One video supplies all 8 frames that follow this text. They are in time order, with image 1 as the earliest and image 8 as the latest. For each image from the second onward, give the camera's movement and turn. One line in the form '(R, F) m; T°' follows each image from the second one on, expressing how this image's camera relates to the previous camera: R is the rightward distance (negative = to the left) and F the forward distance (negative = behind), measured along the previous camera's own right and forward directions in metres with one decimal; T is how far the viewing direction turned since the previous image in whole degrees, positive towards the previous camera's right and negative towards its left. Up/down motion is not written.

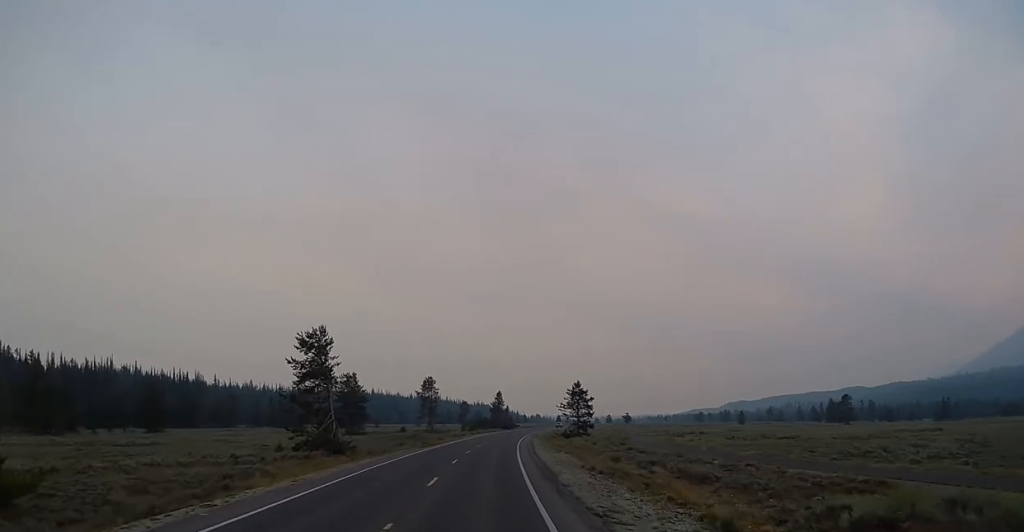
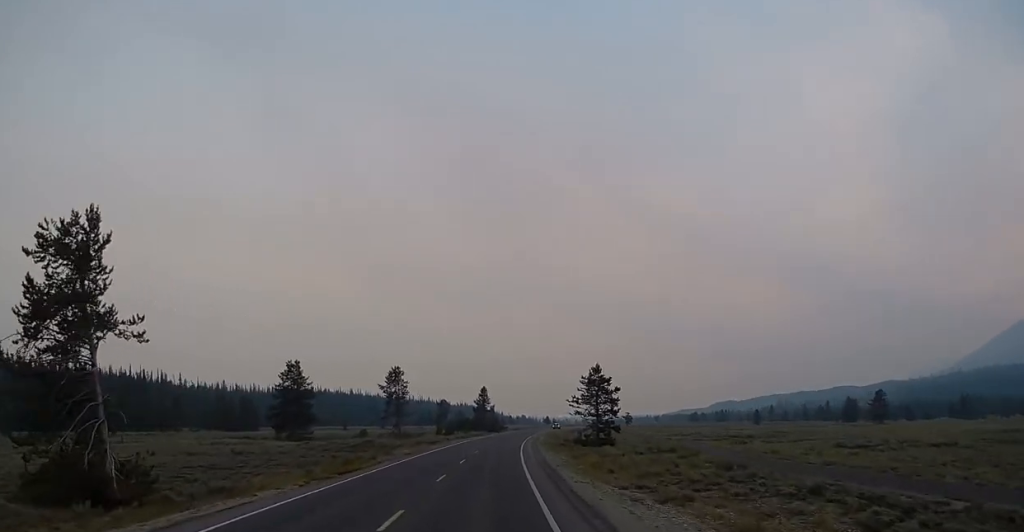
(+1.0, +34.5) m; +2°
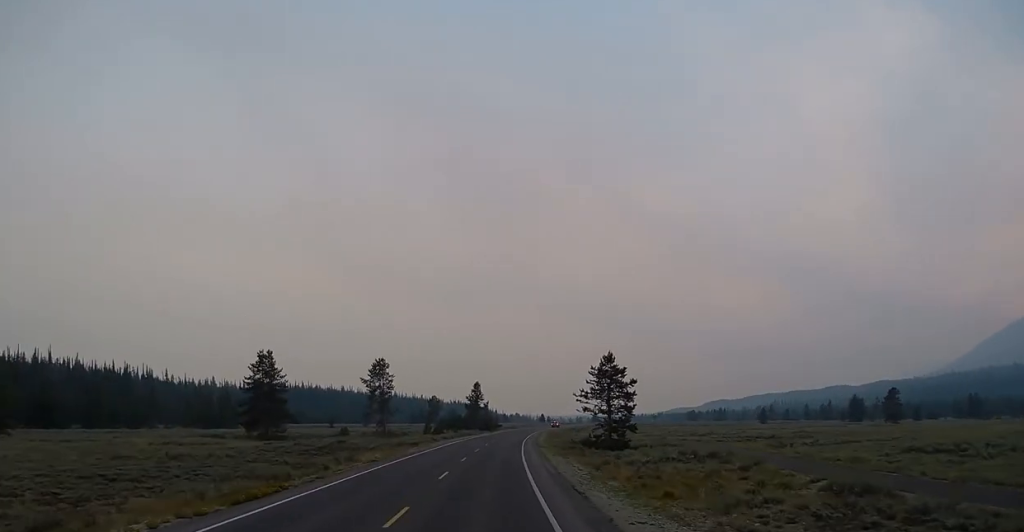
(+0.1, +11.6) m; 0°
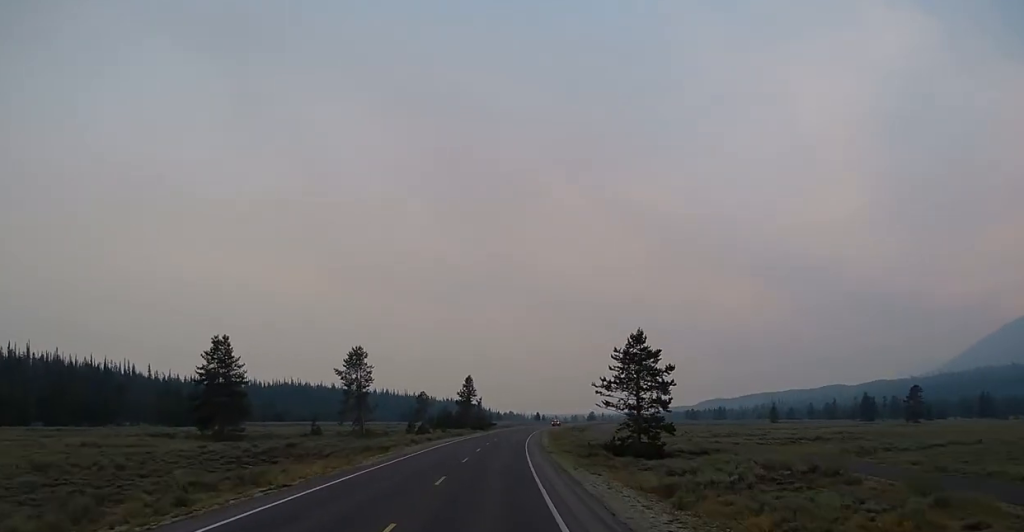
(-0.3, +15.4) m; 0°
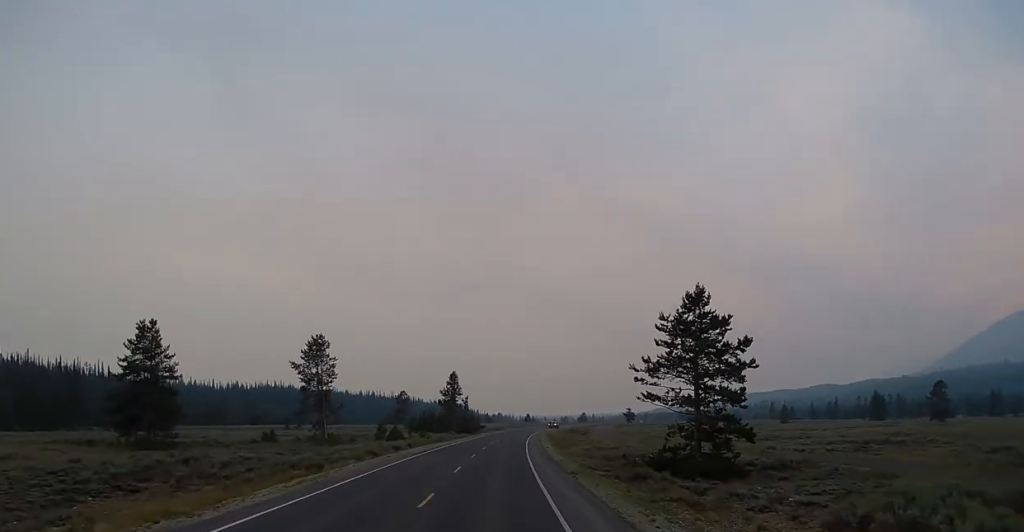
(+0.2, +17.0) m; +1°
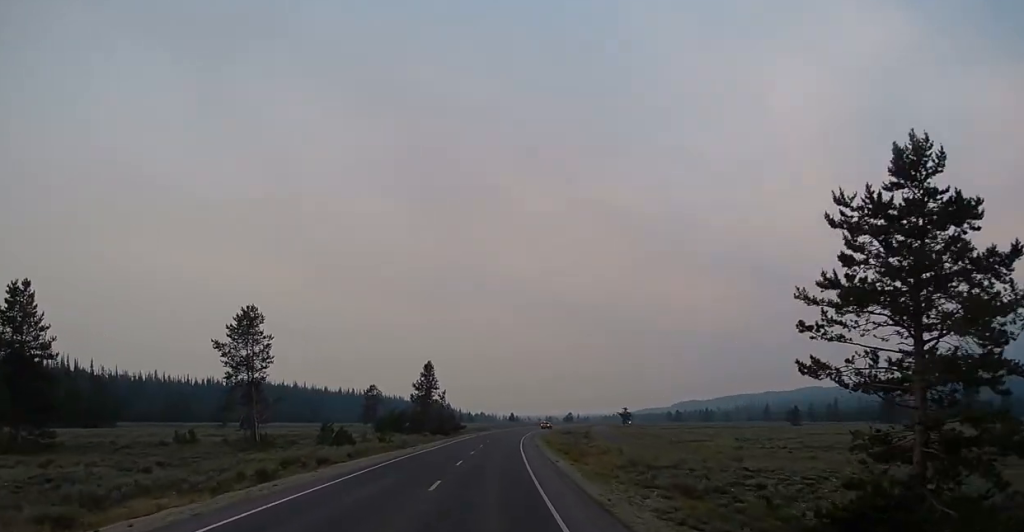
(+0.3, +20.5) m; +1°
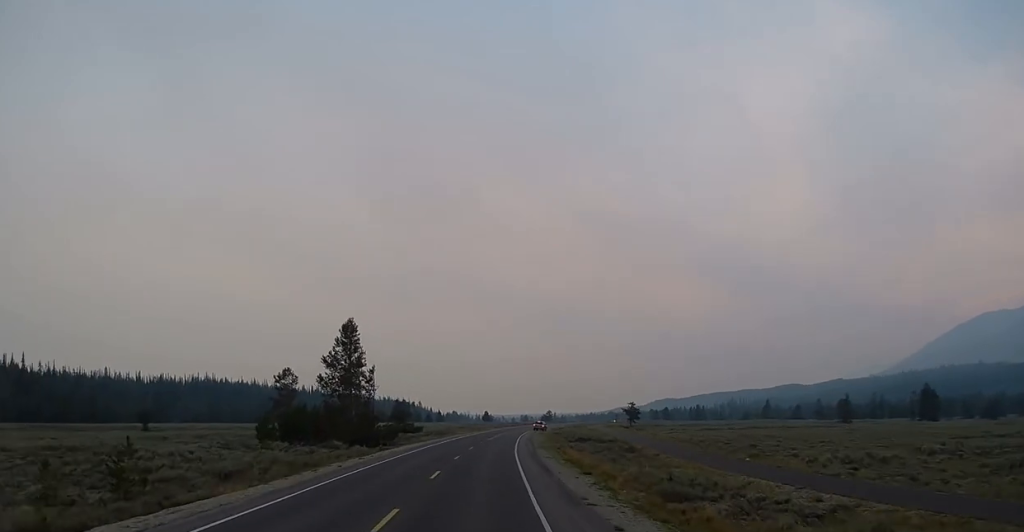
(+1.2, +44.9) m; +3°
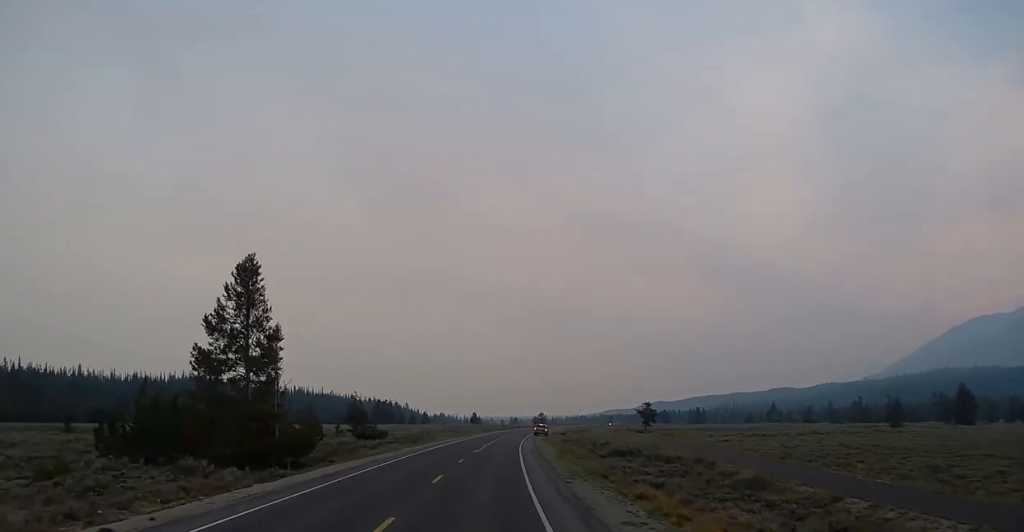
(0.0, +25.2) m; 0°
